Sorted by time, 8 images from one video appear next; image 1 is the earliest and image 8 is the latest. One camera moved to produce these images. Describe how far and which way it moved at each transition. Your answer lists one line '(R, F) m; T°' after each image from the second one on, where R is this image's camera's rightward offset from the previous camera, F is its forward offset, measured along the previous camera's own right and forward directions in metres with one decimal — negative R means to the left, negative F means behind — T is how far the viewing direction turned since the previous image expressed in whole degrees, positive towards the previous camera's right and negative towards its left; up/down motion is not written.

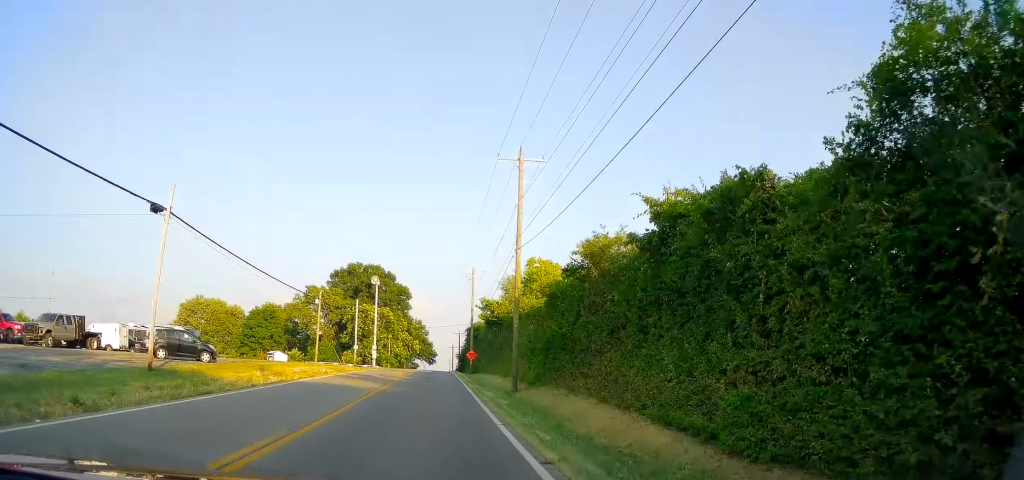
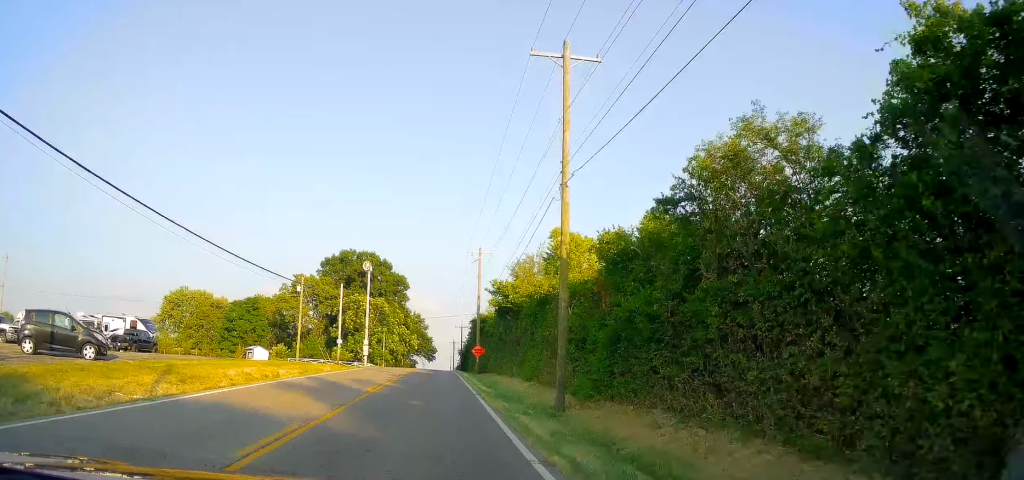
(0.0, +10.8) m; -1°
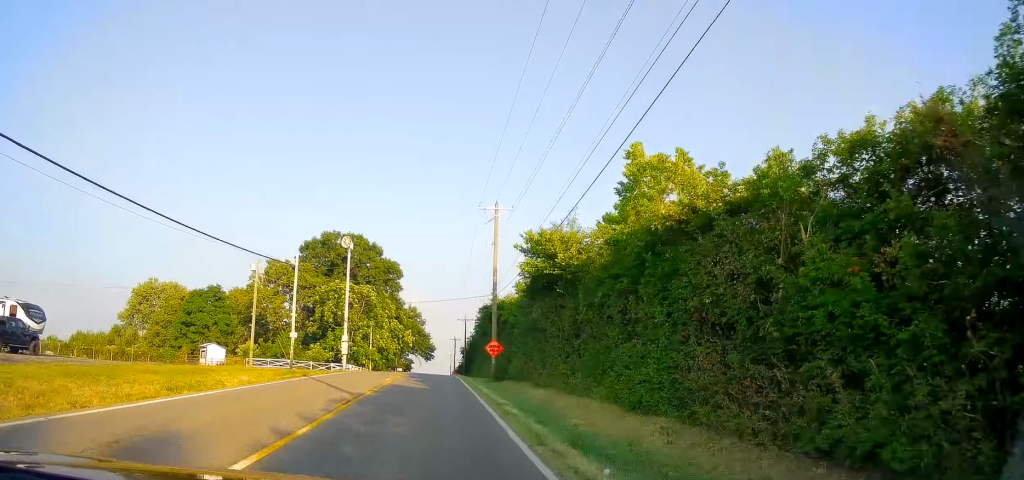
(-0.2, +17.5) m; 0°
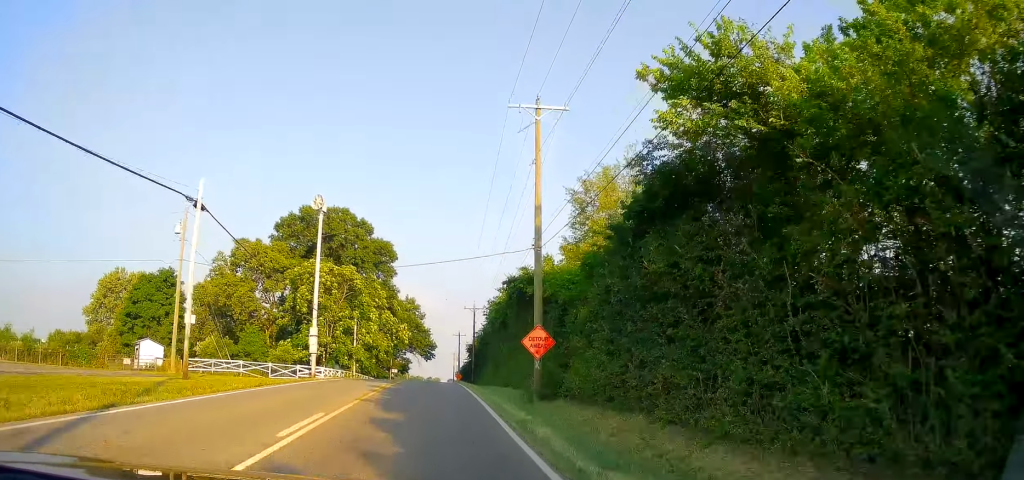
(-0.1, +16.8) m; 0°
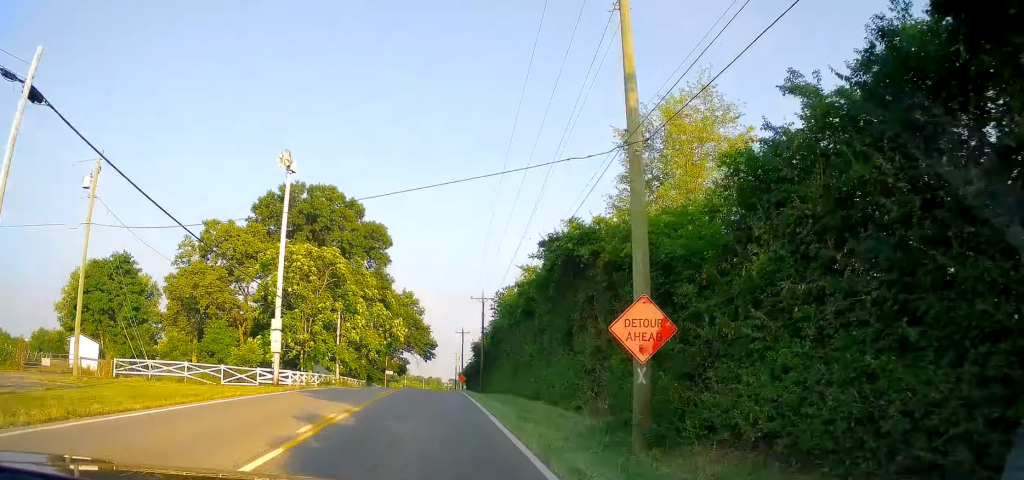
(+0.1, +11.4) m; +1°
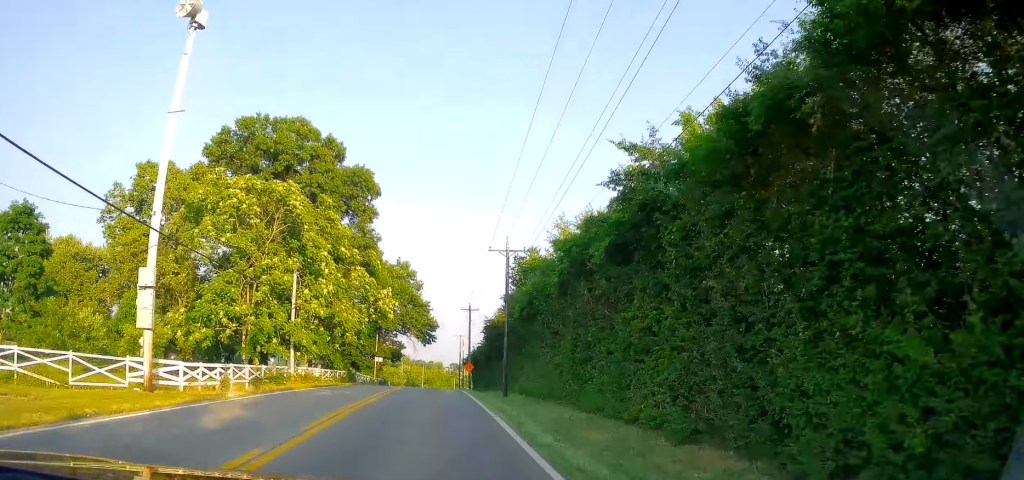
(0.0, +17.3) m; 0°
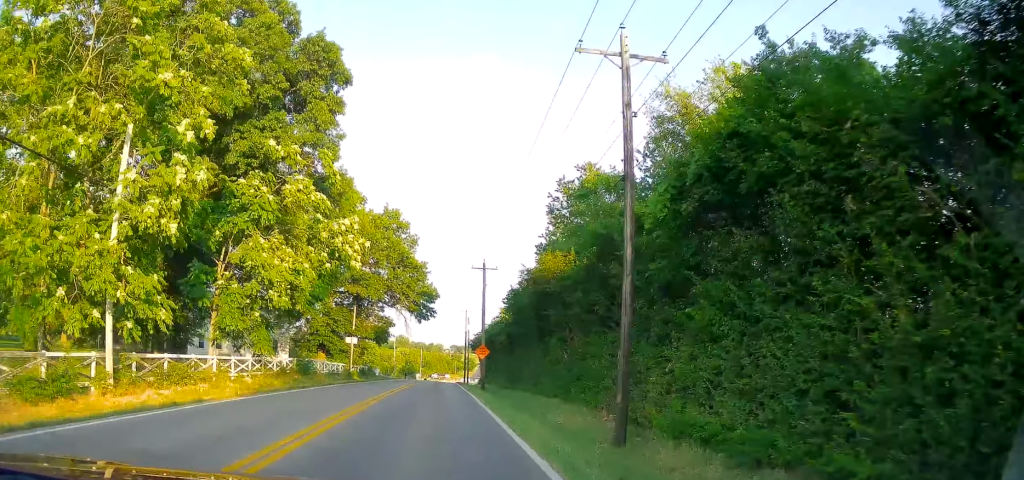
(+0.1, +21.7) m; 0°
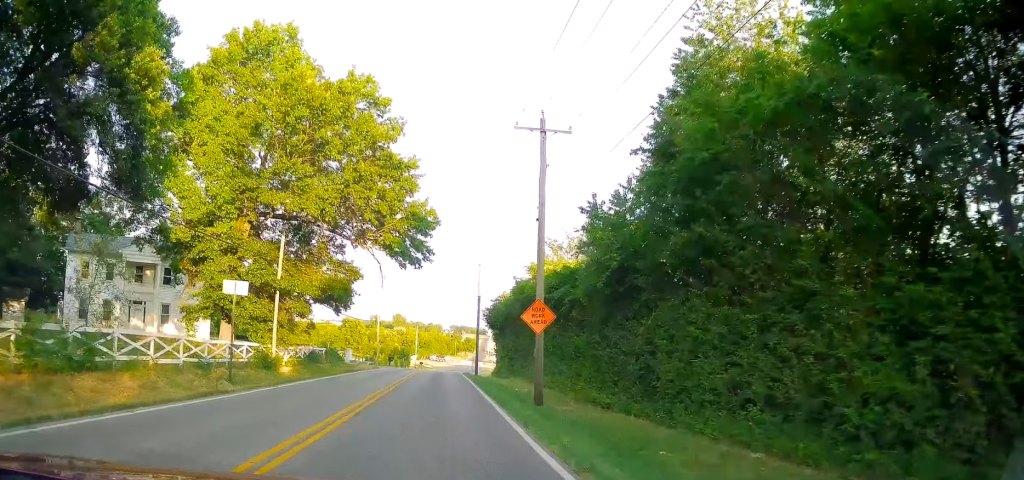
(-0.2, +28.5) m; 0°
